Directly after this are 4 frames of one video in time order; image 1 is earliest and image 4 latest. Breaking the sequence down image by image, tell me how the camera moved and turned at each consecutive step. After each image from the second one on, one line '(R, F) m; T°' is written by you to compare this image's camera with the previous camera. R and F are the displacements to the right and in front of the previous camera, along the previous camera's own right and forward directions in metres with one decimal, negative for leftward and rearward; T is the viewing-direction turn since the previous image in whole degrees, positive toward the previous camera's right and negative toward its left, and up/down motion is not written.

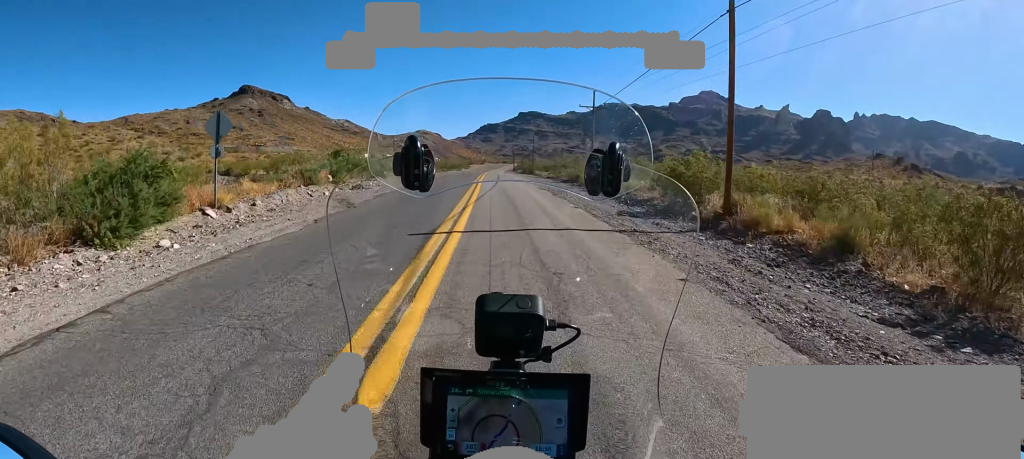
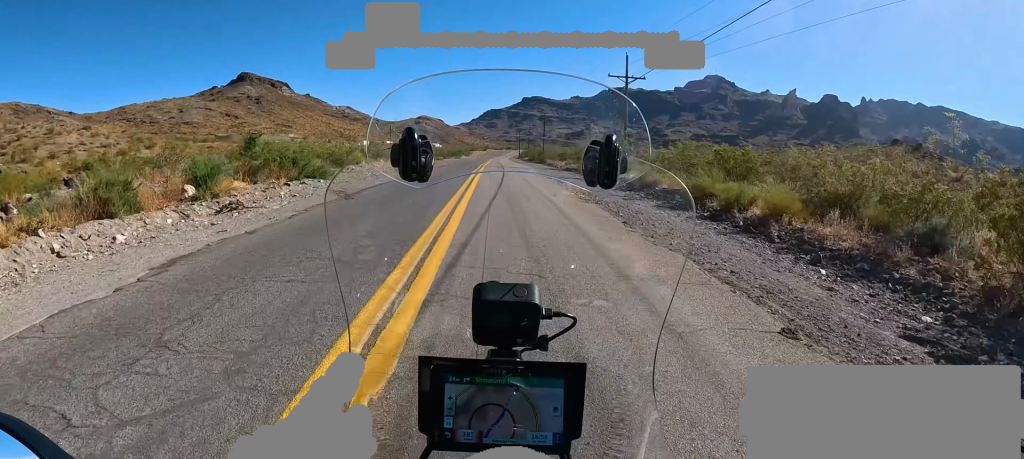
(0.0, +12.6) m; 0°
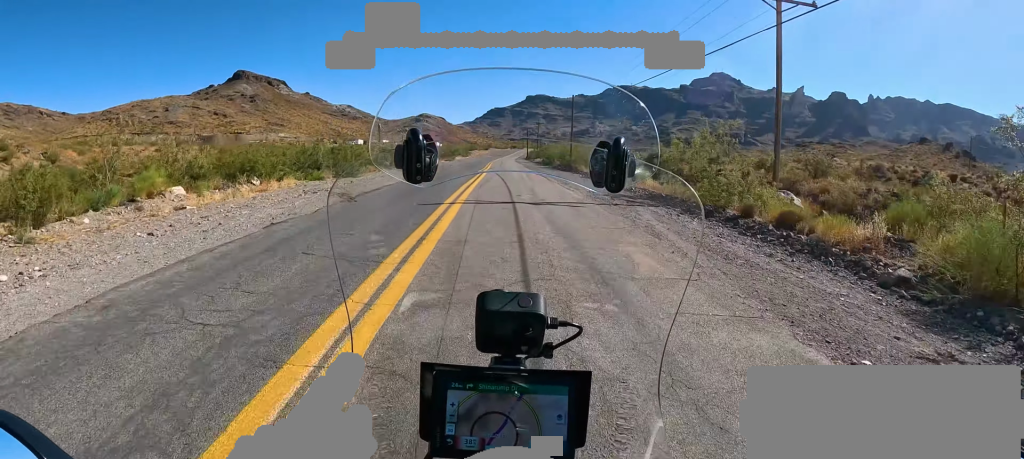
(-0.2, +22.6) m; -3°
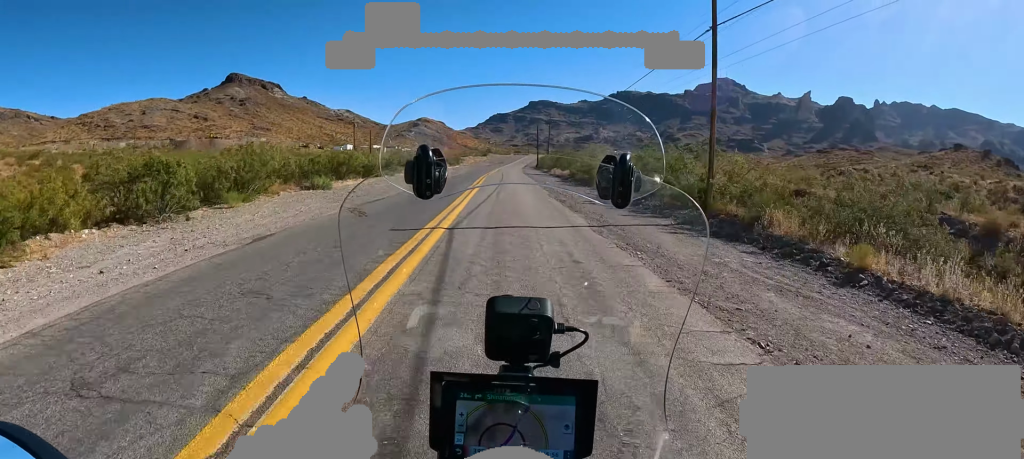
(-1.2, +28.8) m; +3°
